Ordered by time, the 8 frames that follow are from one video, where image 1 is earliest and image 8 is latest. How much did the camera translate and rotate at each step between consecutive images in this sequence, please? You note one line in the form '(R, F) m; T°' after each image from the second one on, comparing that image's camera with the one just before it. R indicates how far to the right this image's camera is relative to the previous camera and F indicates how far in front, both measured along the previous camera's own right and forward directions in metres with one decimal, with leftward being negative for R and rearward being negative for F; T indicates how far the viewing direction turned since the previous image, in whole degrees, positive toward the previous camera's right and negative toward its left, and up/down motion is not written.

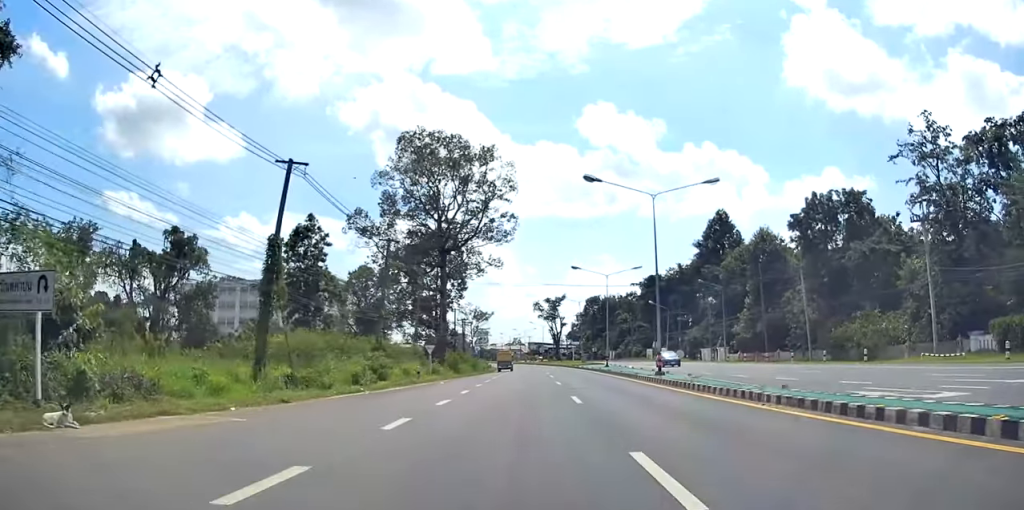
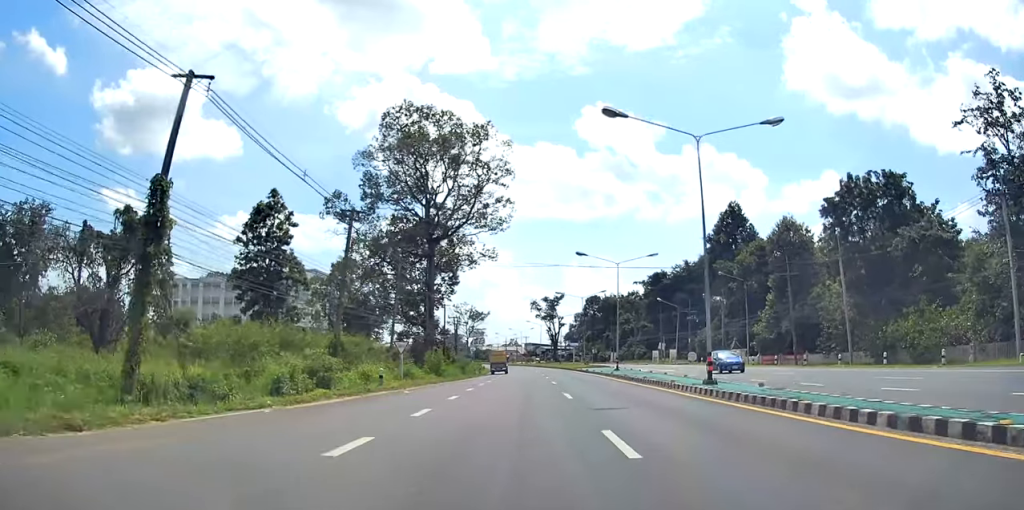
(0.0, +9.1) m; 0°
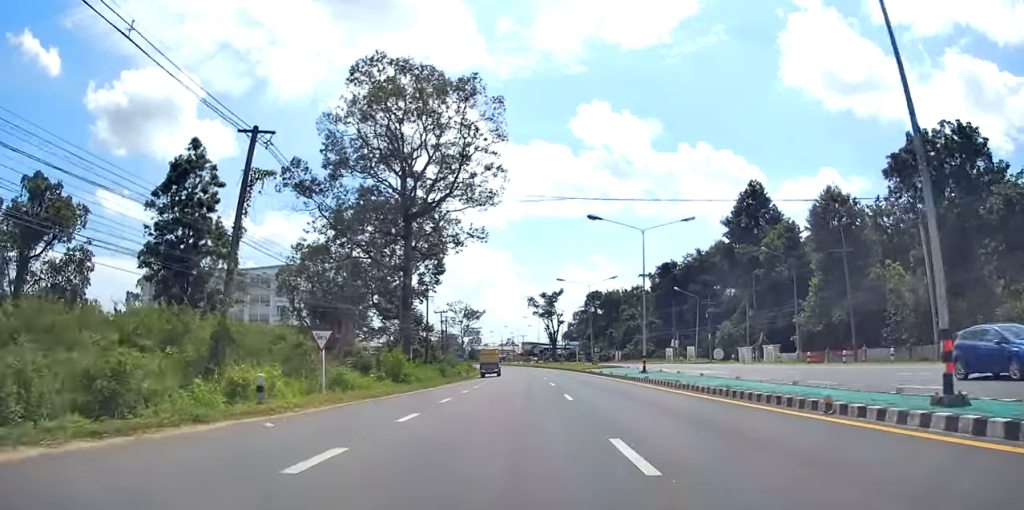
(0.0, +13.3) m; 0°
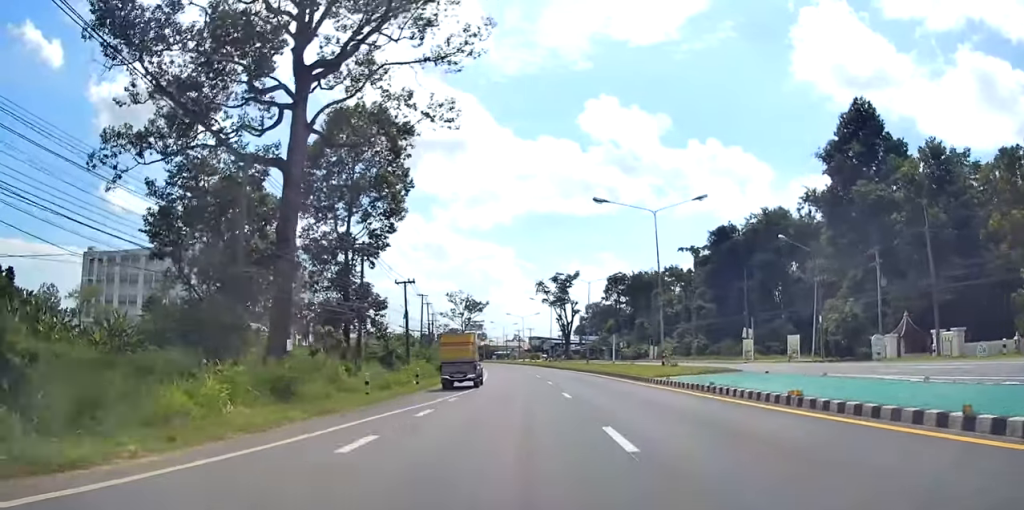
(+0.1, +33.5) m; -1°
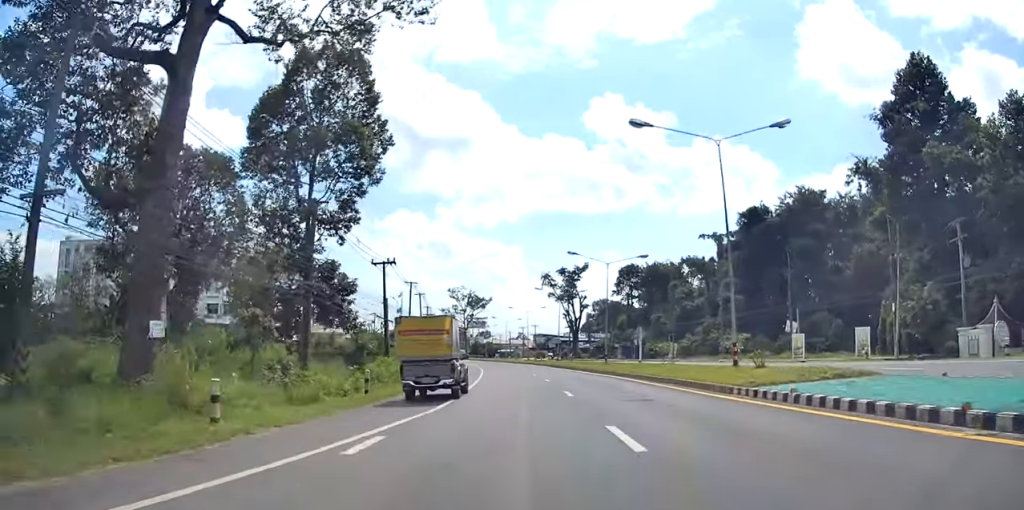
(-0.3, +11.7) m; -1°
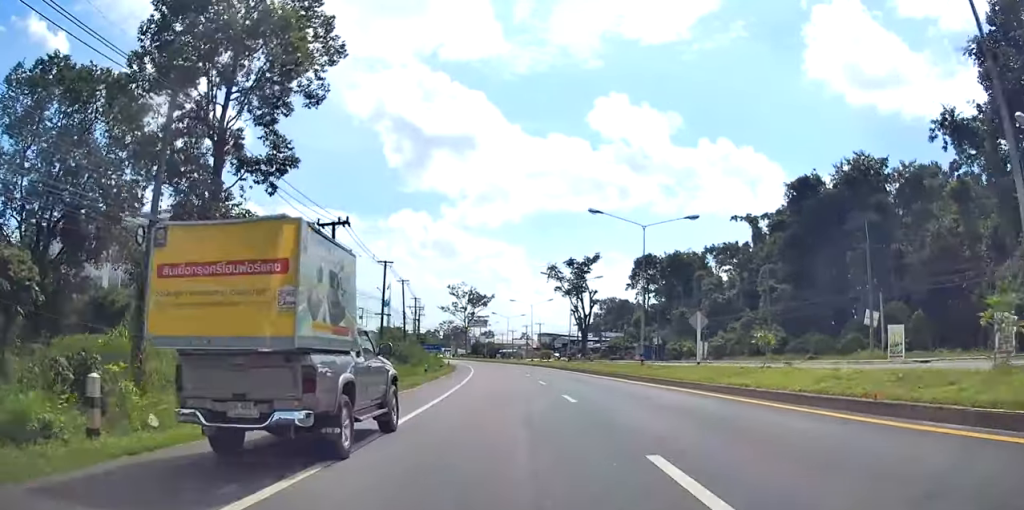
(-0.1, +15.3) m; 0°
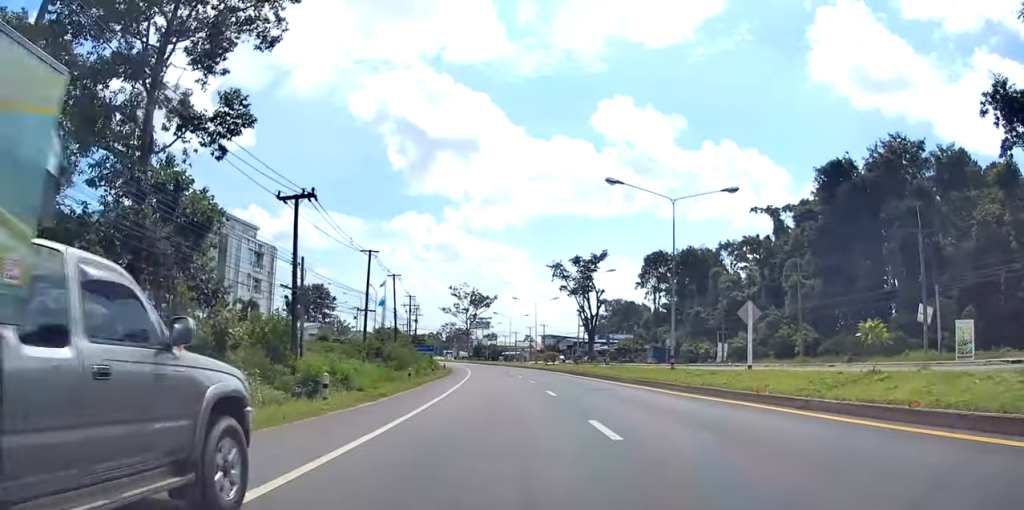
(0.0, +7.1) m; 0°
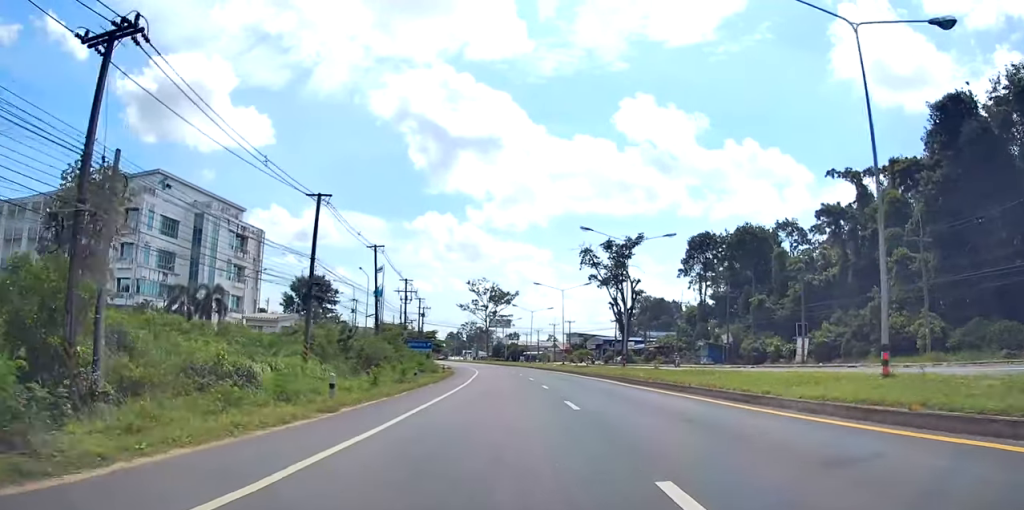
(-0.1, +17.7) m; -2°
